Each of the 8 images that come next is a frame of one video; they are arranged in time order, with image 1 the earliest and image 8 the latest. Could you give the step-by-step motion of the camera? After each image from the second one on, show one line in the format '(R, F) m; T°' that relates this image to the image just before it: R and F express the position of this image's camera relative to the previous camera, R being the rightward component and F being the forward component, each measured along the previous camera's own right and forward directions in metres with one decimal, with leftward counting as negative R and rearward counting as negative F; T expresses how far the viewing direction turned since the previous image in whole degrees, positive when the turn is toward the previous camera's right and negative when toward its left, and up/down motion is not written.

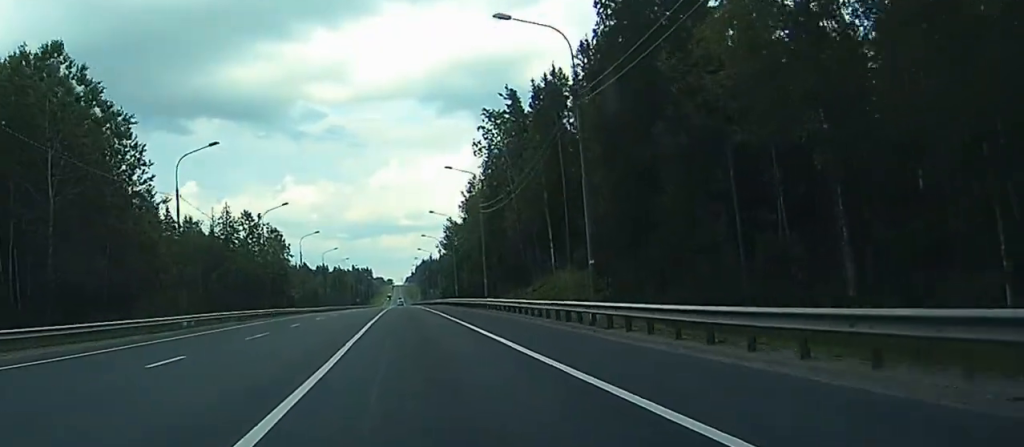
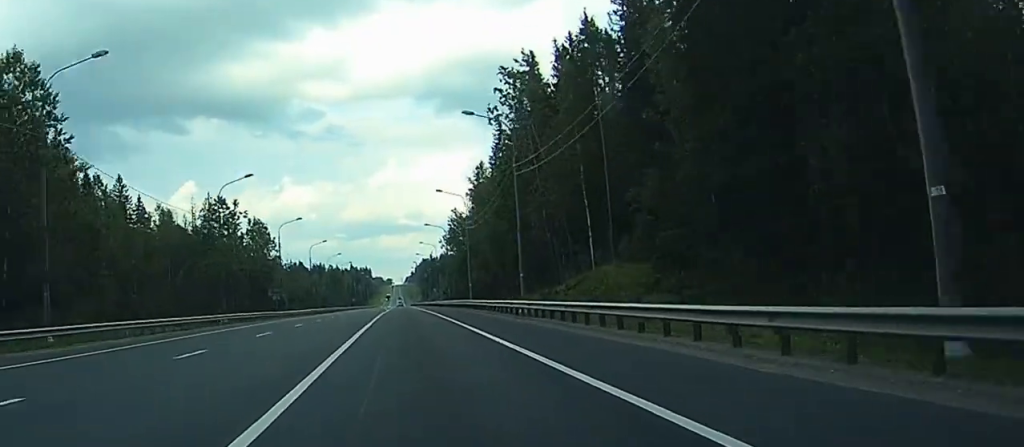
(+0.1, +21.3) m; 0°
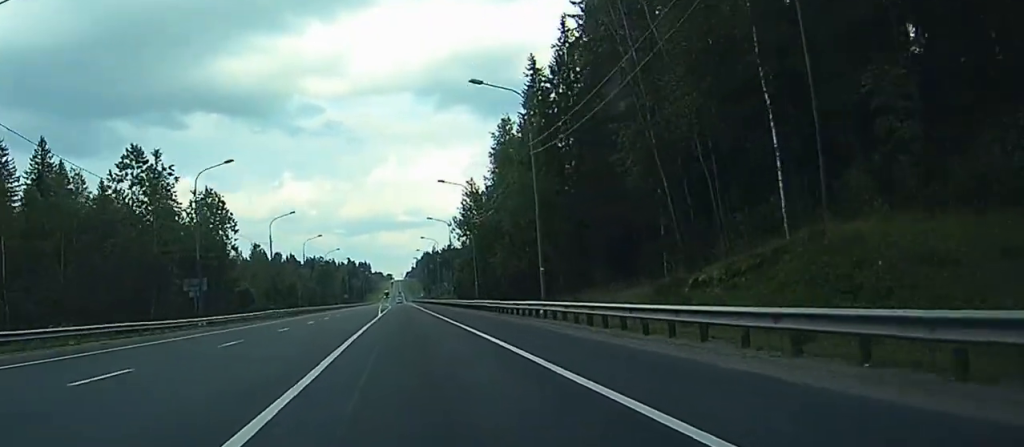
(0.0, +42.3) m; 0°
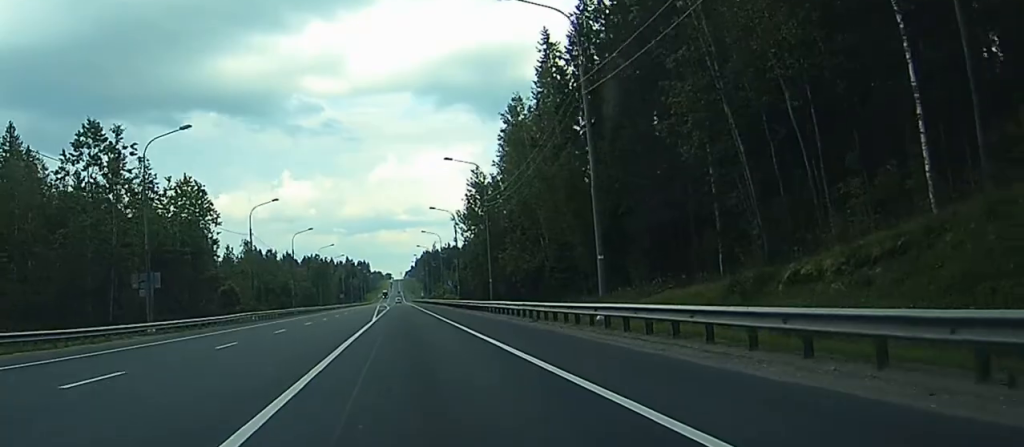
(0.0, +12.3) m; 0°
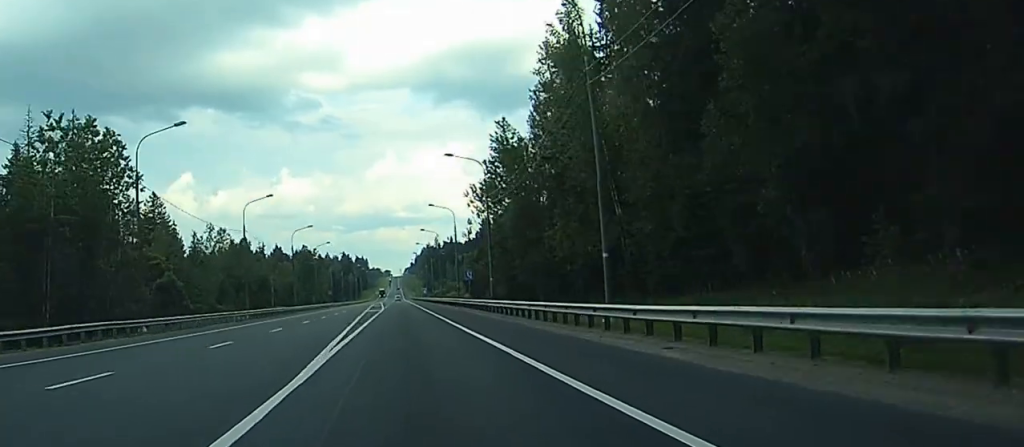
(+0.1, +36.0) m; 0°
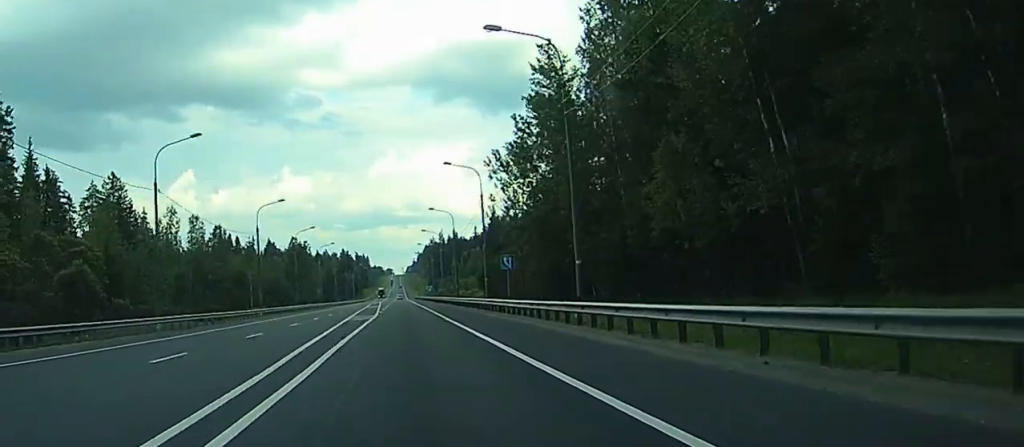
(0.0, +29.9) m; 0°
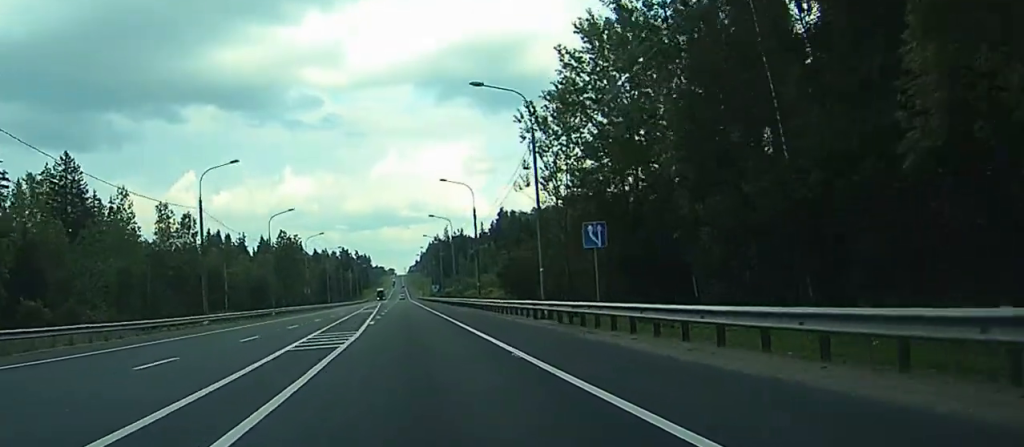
(0.0, +25.6) m; 0°
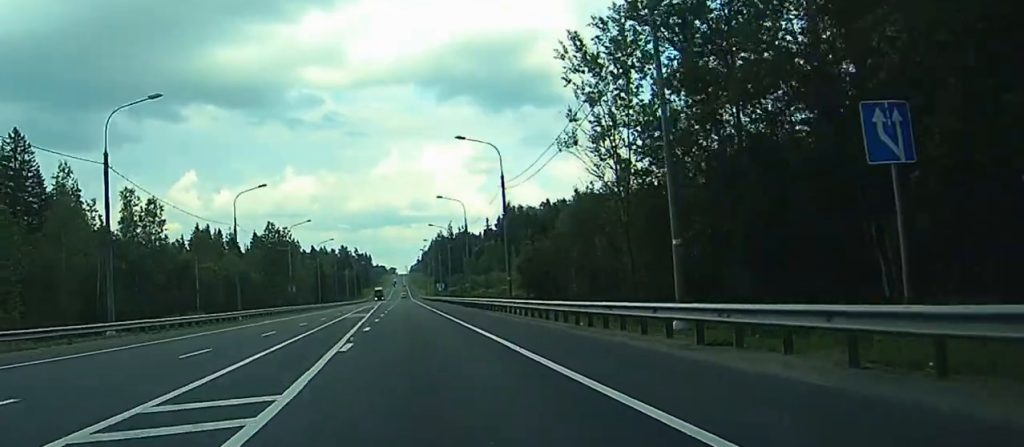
(0.0, +20.4) m; 0°
